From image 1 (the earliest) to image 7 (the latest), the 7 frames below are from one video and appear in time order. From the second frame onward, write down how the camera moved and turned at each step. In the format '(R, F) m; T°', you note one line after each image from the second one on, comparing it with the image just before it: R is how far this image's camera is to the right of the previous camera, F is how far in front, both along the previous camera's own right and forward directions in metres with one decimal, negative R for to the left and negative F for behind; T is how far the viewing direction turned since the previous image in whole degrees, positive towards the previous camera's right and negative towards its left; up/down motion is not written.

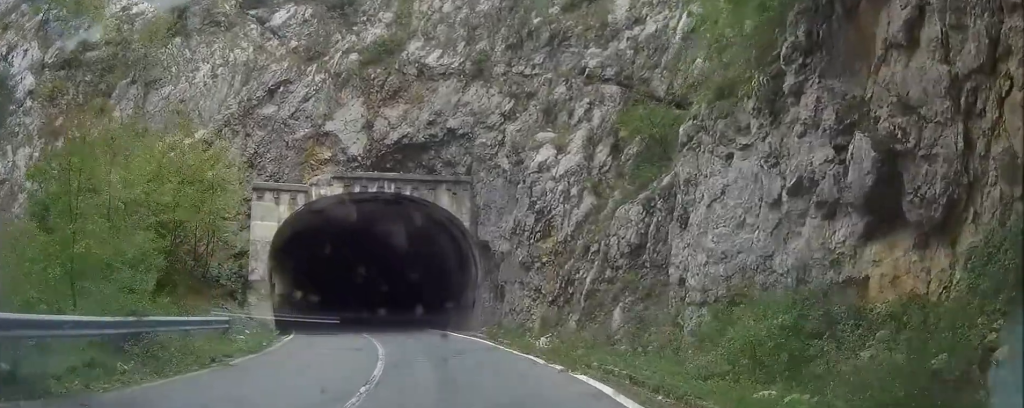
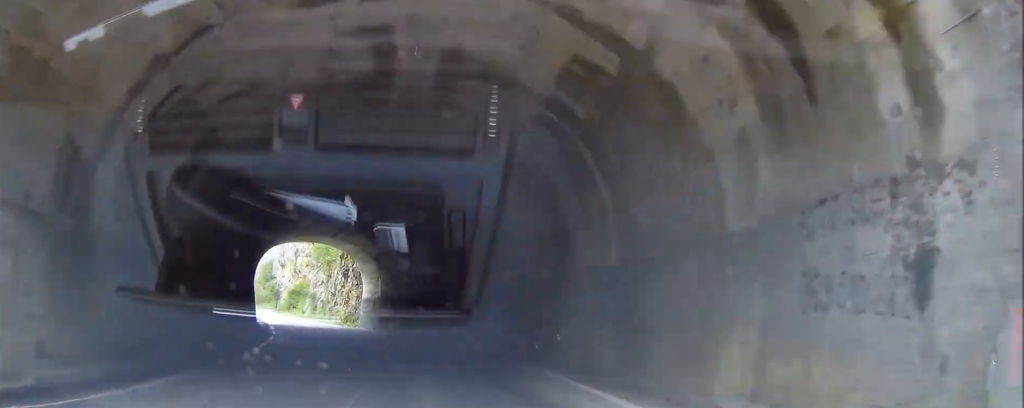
(-0.8, +26.1) m; -5°
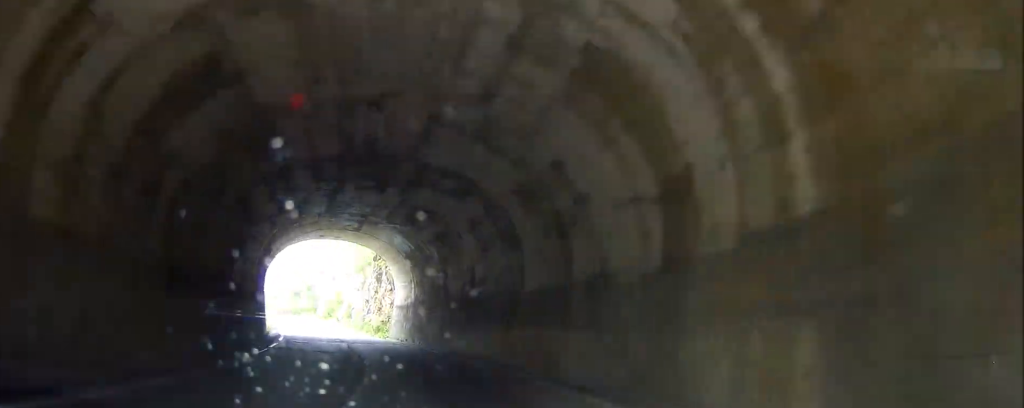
(-0.2, +7.2) m; -2°
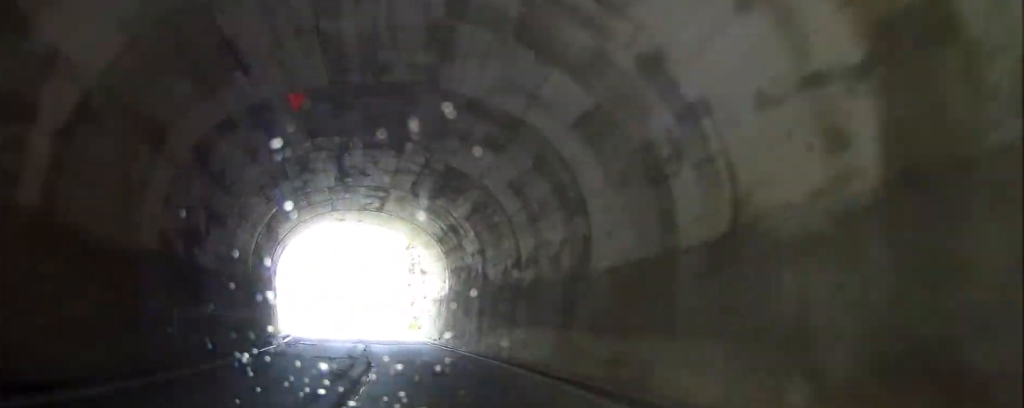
(-0.1, +5.9) m; -2°
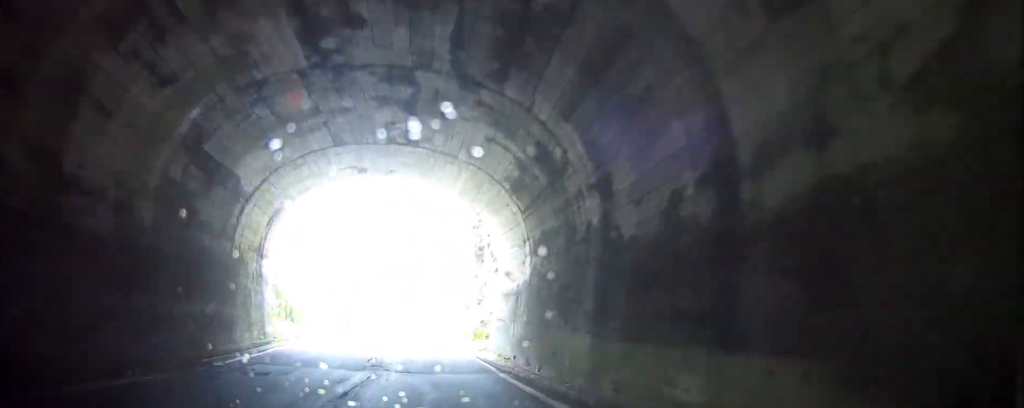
(-0.5, +13.9) m; -5°
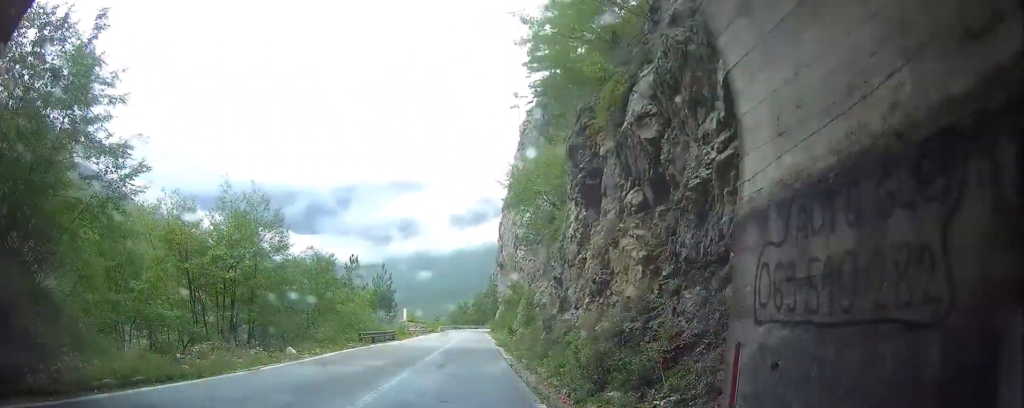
(-0.7, +22.9) m; +2°
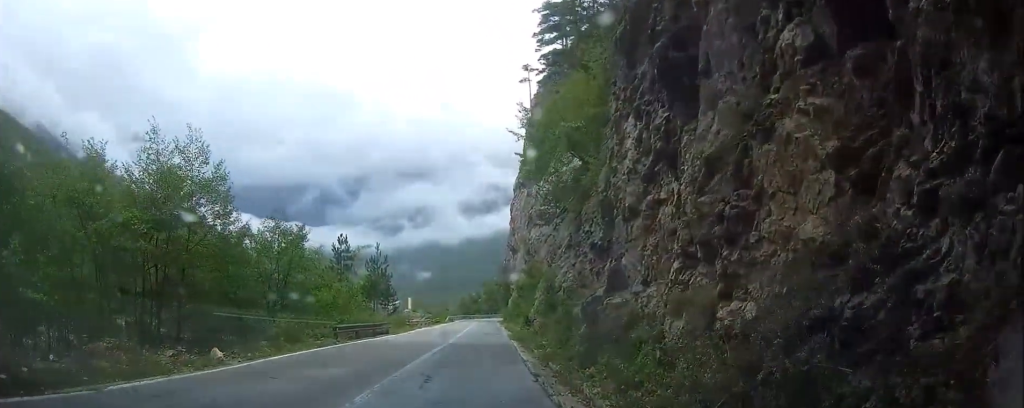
(+0.3, +9.9) m; -2°
